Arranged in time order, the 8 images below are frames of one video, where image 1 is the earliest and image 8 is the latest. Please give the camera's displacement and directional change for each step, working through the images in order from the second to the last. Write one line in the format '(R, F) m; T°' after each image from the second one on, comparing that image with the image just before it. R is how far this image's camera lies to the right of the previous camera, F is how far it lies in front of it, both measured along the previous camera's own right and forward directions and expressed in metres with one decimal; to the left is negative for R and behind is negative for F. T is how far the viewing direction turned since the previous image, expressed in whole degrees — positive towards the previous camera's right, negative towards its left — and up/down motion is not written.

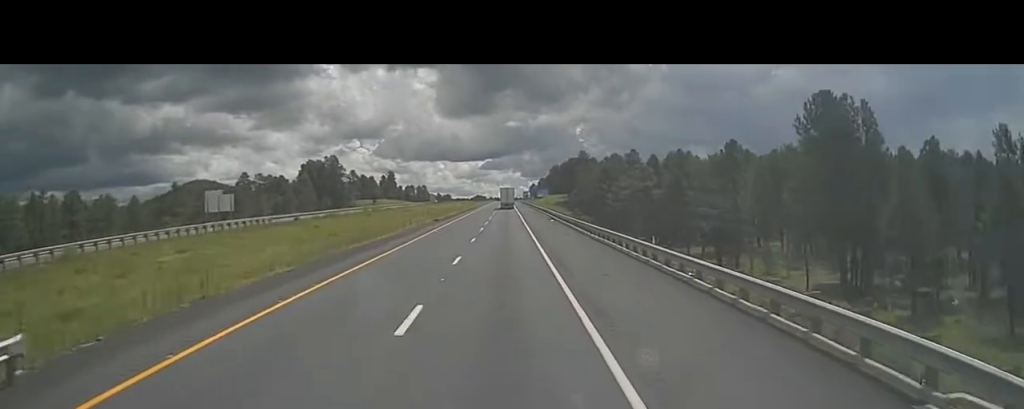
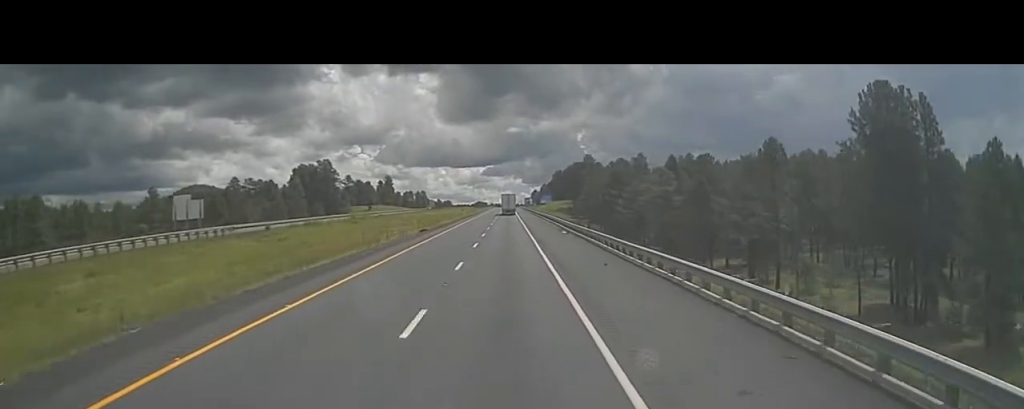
(-0.1, +11.8) m; 0°
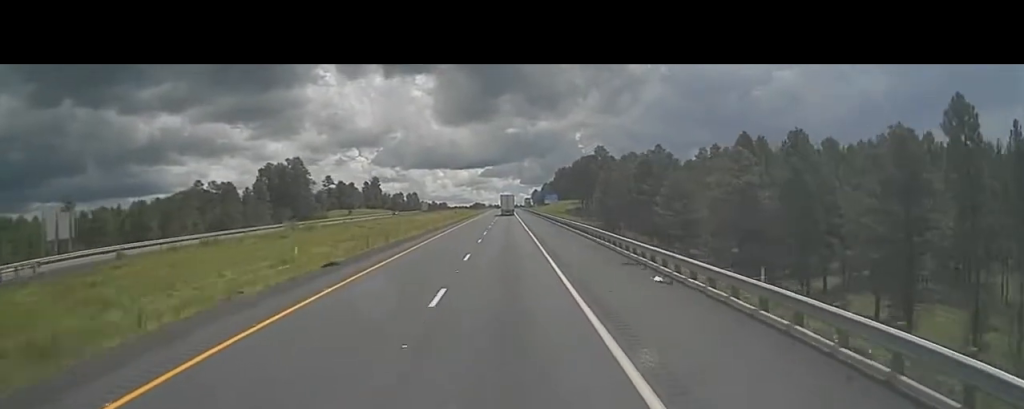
(-0.1, +32.5) m; 0°
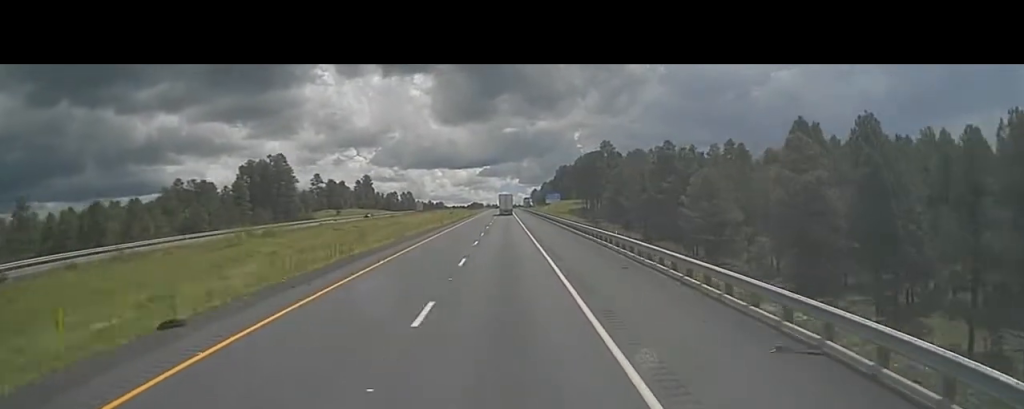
(+0.3, +14.5) m; 0°
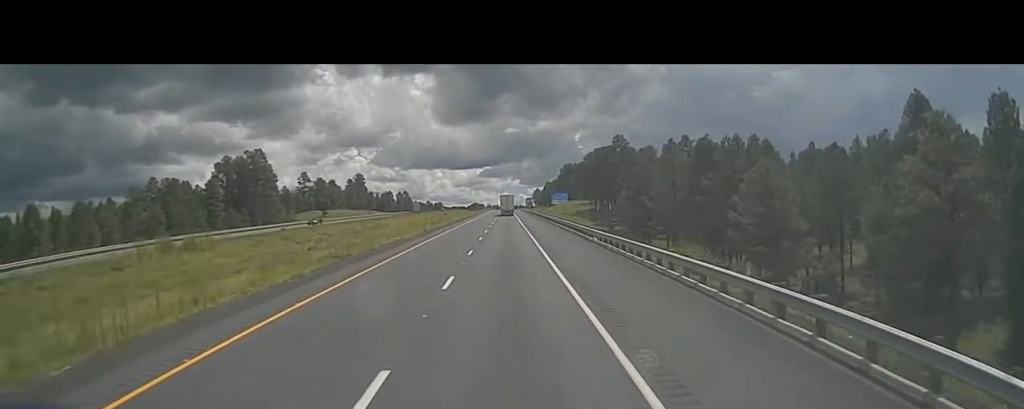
(-0.5, +22.3) m; 0°
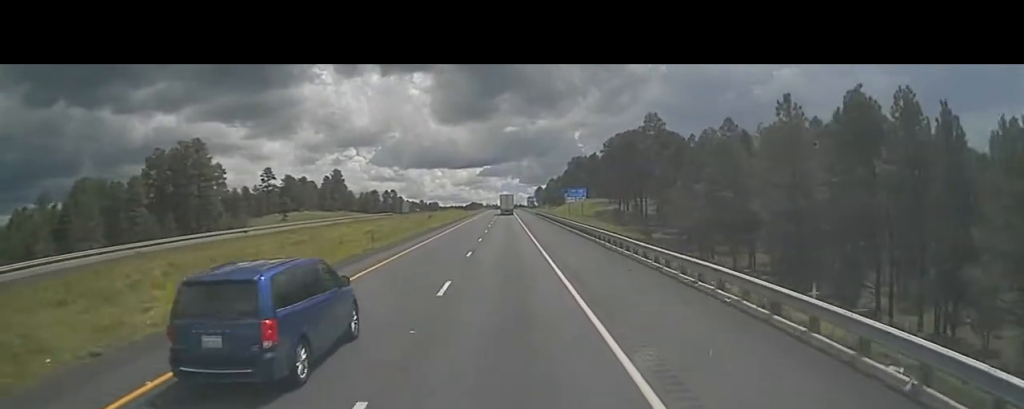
(+0.5, +33.7) m; +1°
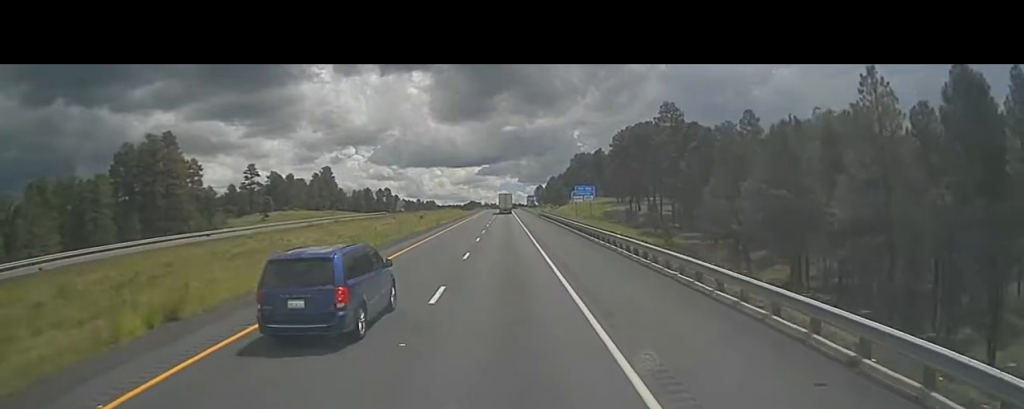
(0.0, +14.1) m; 0°
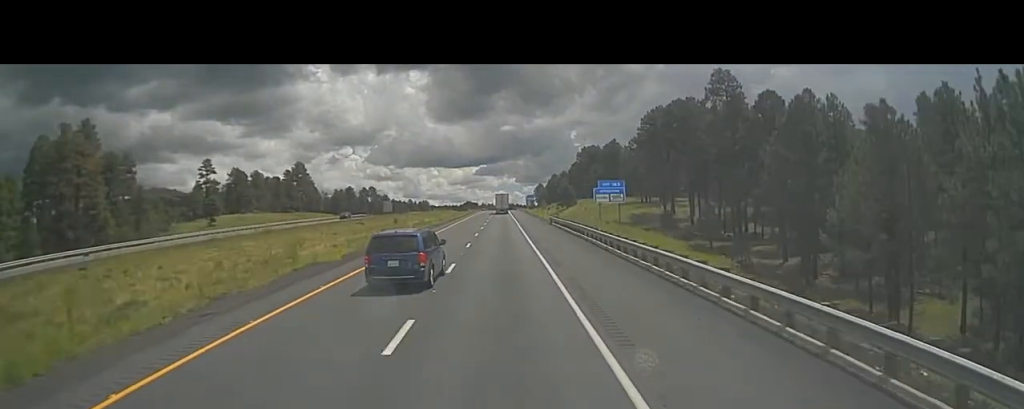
(0.0, +28.8) m; -1°
